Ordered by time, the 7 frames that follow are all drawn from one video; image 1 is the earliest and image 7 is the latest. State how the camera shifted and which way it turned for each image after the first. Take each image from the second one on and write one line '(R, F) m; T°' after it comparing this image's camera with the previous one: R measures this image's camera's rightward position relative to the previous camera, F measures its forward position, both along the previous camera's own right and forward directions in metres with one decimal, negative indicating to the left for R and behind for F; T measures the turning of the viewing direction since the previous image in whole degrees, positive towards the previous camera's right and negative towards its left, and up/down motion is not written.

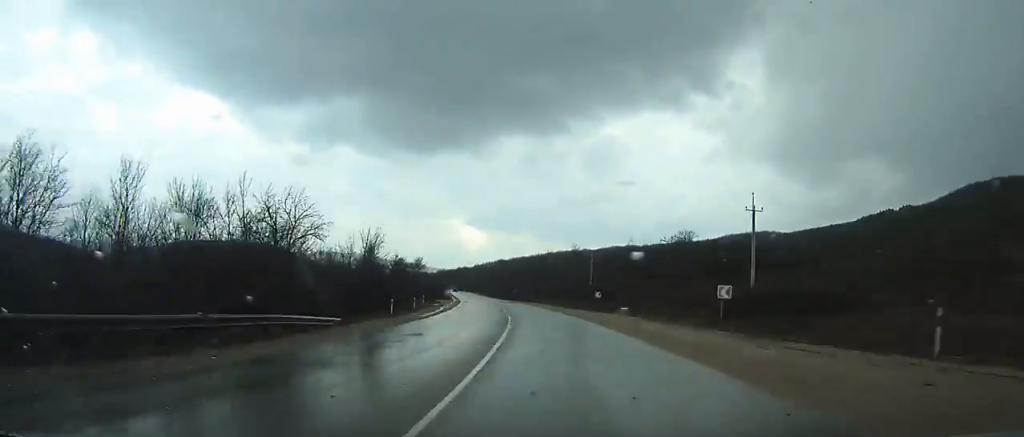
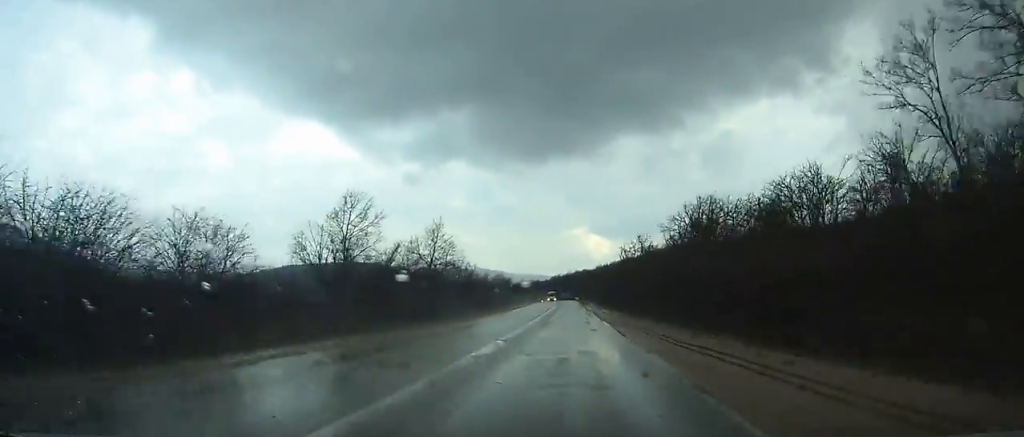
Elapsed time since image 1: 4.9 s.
(-11.4, +106.1) m; -9°
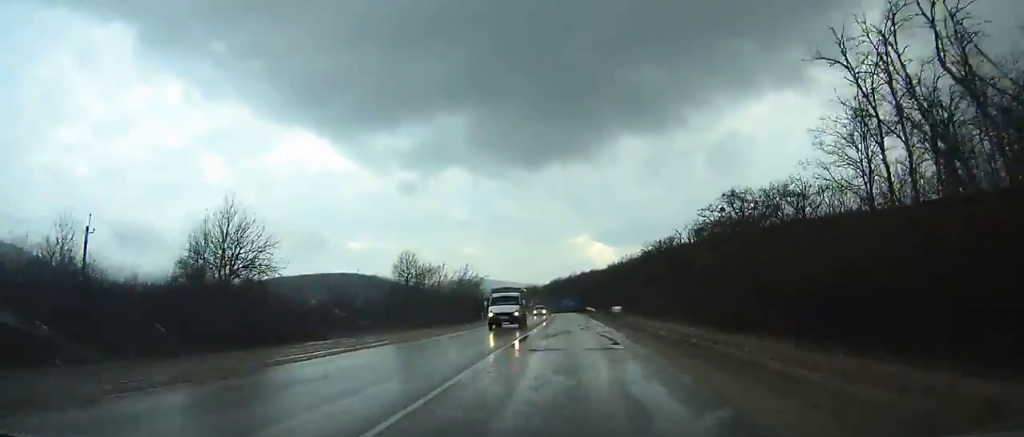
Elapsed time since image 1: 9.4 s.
(-1.0, +97.4) m; -1°
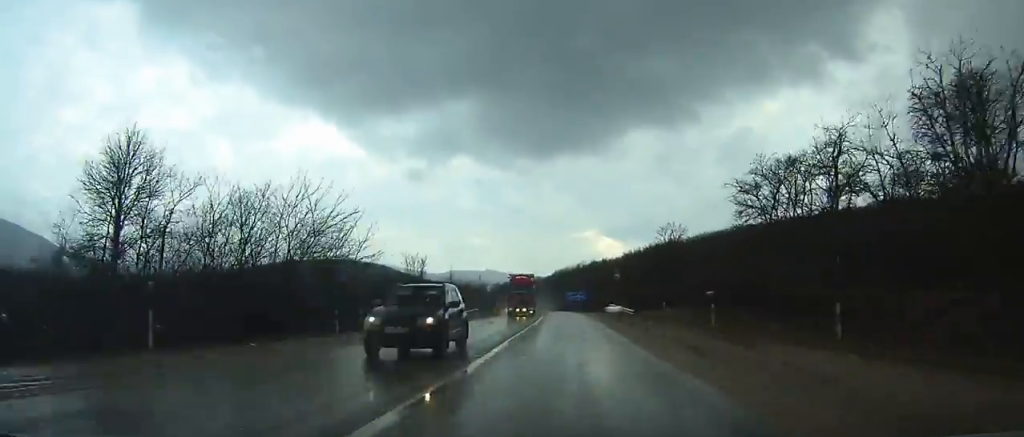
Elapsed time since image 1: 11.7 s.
(-0.3, +47.9) m; -2°
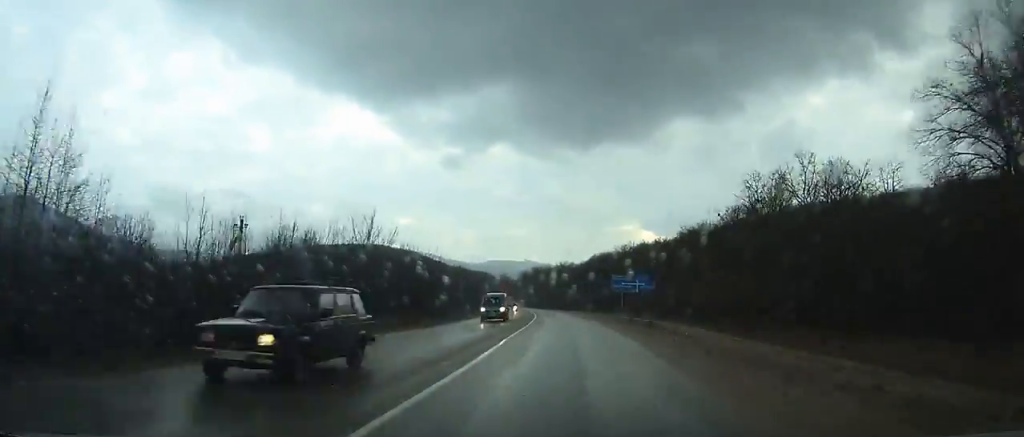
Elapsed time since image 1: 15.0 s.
(-1.8, +66.9) m; -4°
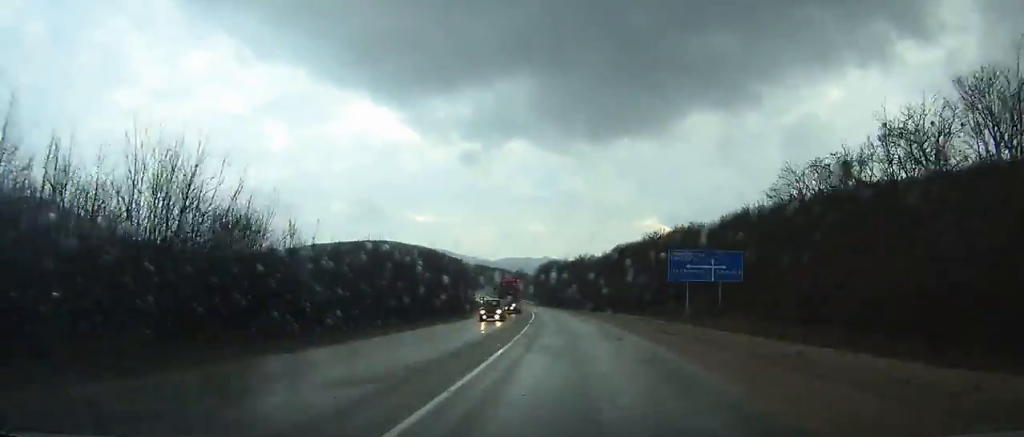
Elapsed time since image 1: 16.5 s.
(-0.4, +29.9) m; -2°
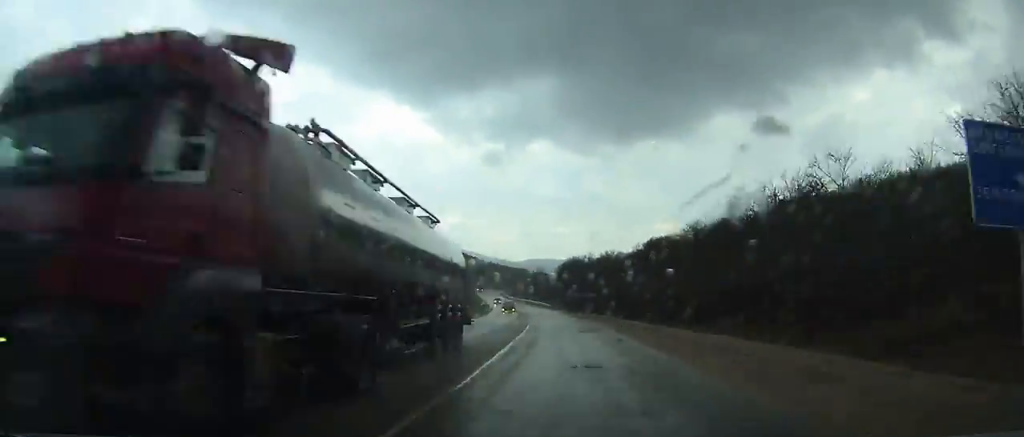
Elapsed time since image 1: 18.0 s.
(-0.7, +29.5) m; -2°
